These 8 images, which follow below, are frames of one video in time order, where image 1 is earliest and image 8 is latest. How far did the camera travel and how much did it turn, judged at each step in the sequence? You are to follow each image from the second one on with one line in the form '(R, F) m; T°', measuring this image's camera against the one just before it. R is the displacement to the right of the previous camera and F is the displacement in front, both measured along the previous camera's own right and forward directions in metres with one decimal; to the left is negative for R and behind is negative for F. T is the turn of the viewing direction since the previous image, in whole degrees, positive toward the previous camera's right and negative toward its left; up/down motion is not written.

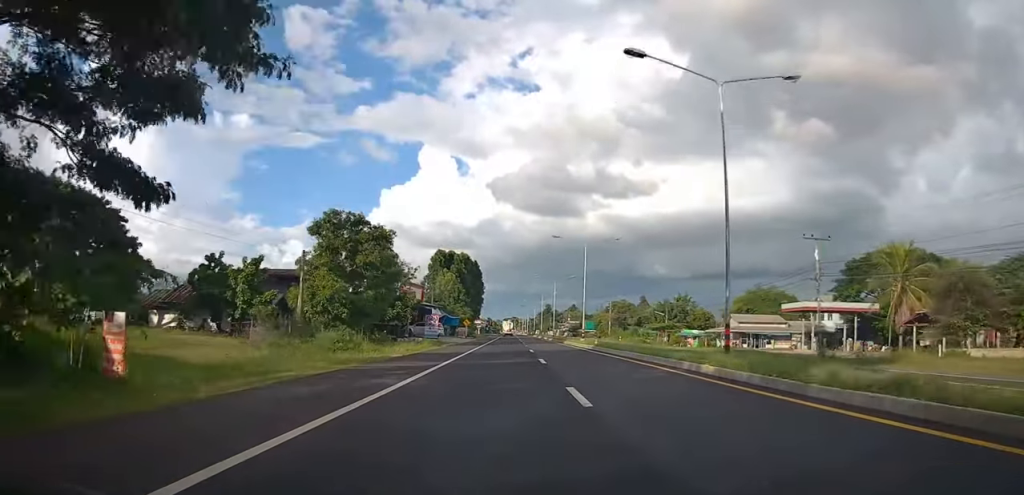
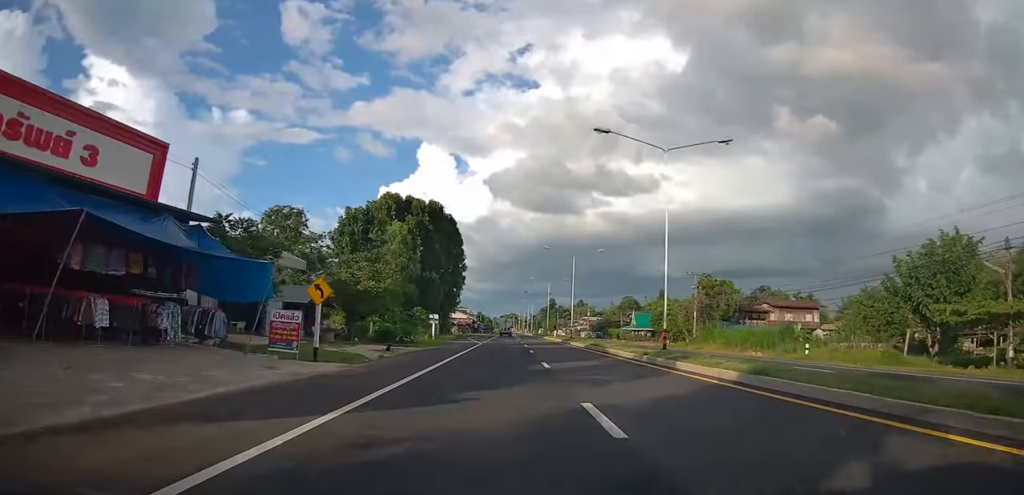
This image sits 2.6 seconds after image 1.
(+0.3, +63.0) m; +1°
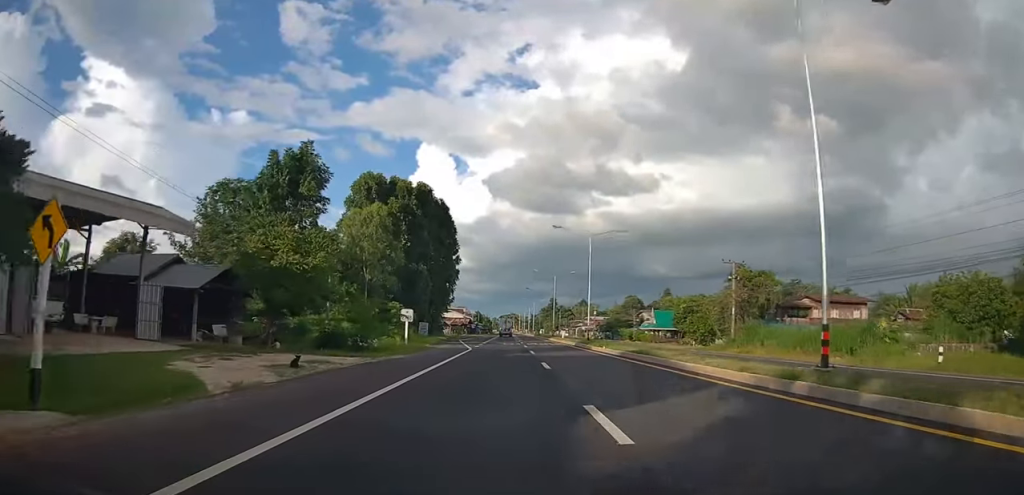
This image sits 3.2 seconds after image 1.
(0.0, +12.5) m; 0°
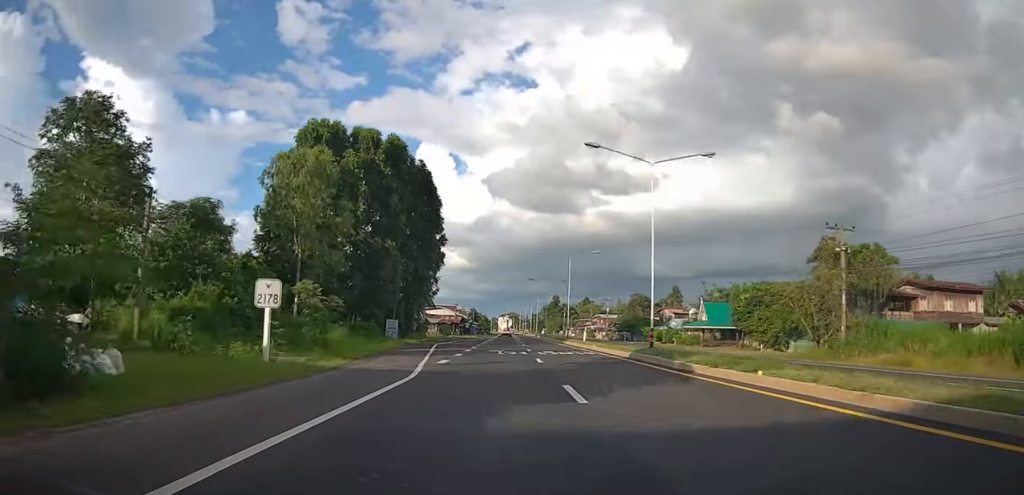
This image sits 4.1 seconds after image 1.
(0.0, +20.9) m; 0°
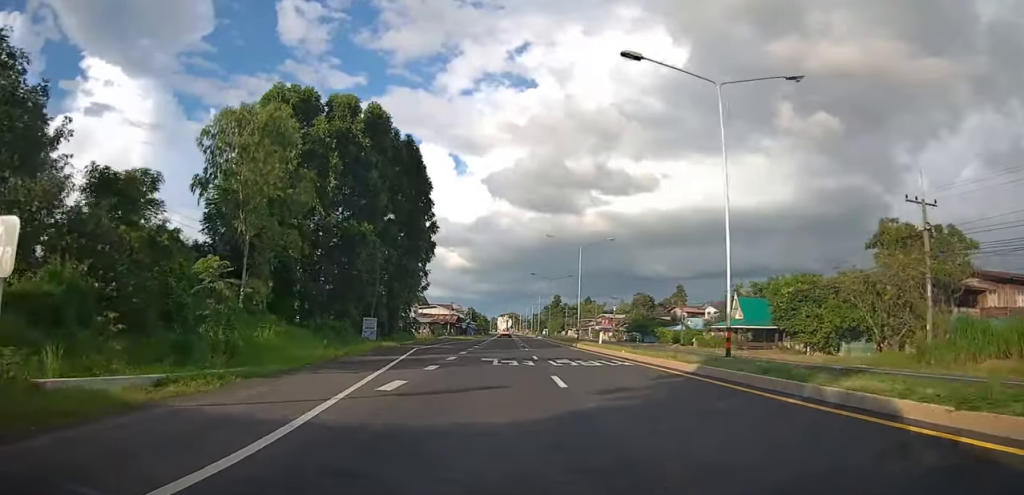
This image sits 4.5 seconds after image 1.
(+0.1, +9.2) m; -1°
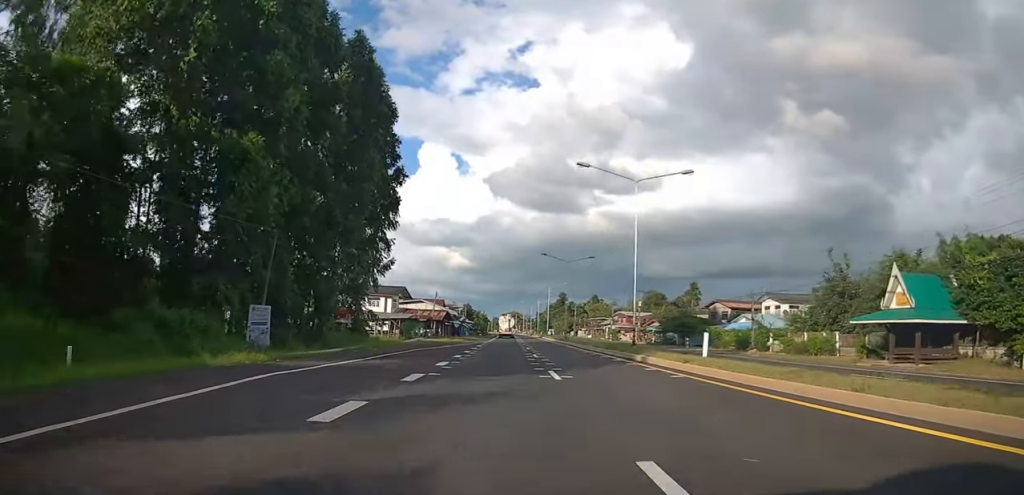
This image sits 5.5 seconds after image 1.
(-0.4, +22.2) m; 0°
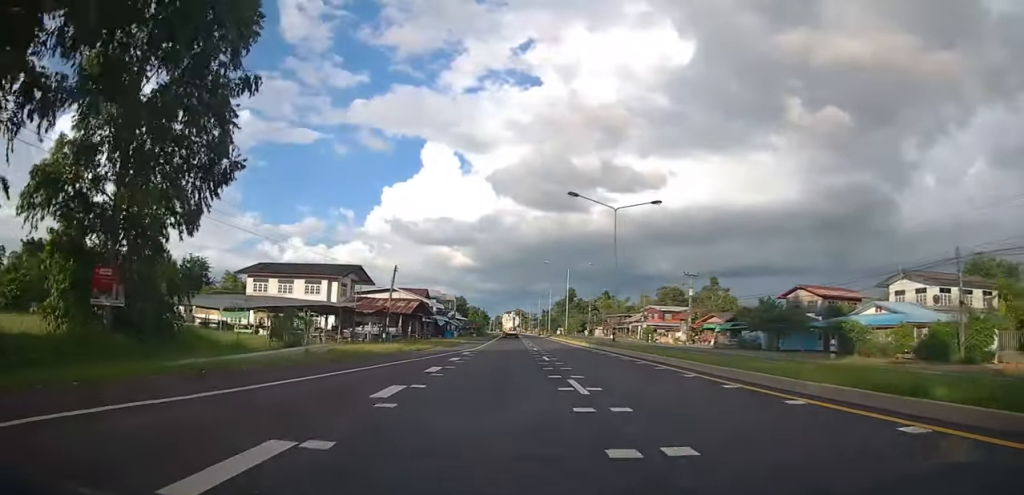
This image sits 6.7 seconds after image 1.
(+0.6, +27.7) m; 0°
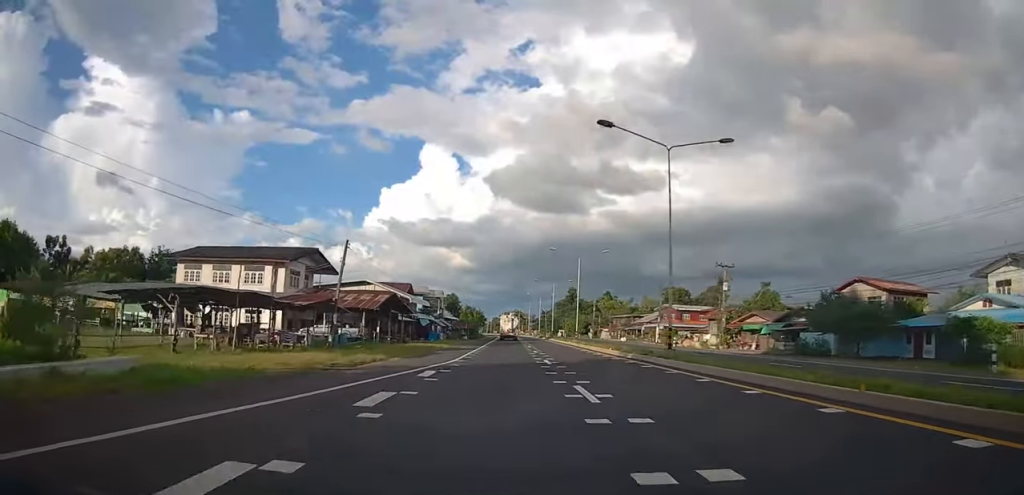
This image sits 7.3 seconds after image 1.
(-0.4, +13.0) m; -1°
